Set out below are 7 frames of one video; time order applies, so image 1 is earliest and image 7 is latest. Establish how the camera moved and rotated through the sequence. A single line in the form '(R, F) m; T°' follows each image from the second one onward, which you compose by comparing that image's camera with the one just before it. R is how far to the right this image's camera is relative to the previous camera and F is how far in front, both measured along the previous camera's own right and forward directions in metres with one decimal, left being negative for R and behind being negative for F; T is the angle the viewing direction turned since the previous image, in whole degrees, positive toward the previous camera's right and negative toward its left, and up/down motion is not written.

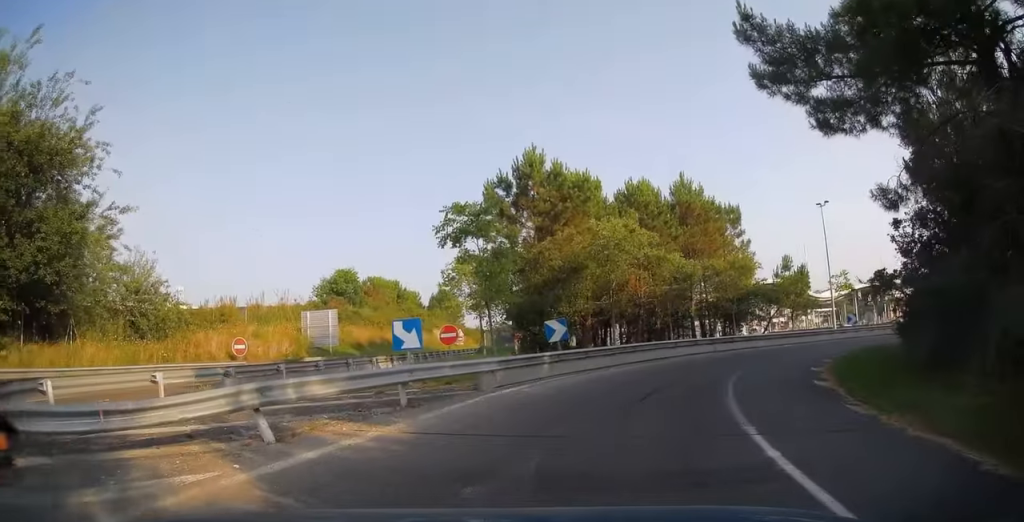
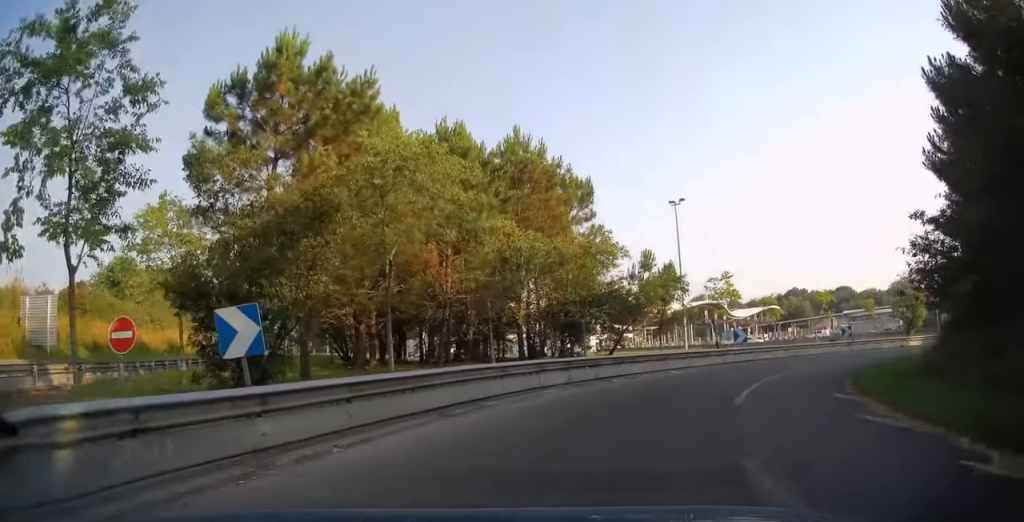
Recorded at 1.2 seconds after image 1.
(+2.2, +13.8) m; +18°
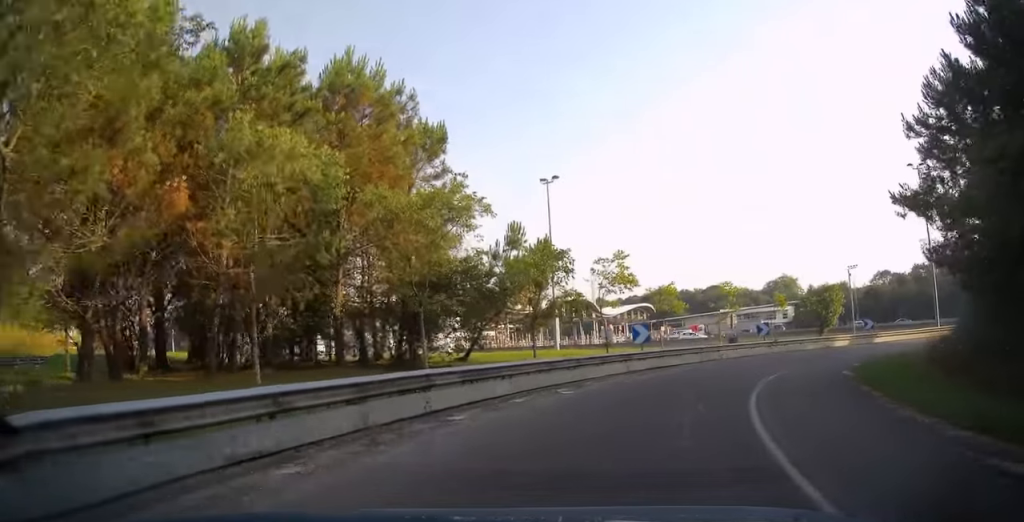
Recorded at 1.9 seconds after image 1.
(+1.0, +9.5) m; +14°
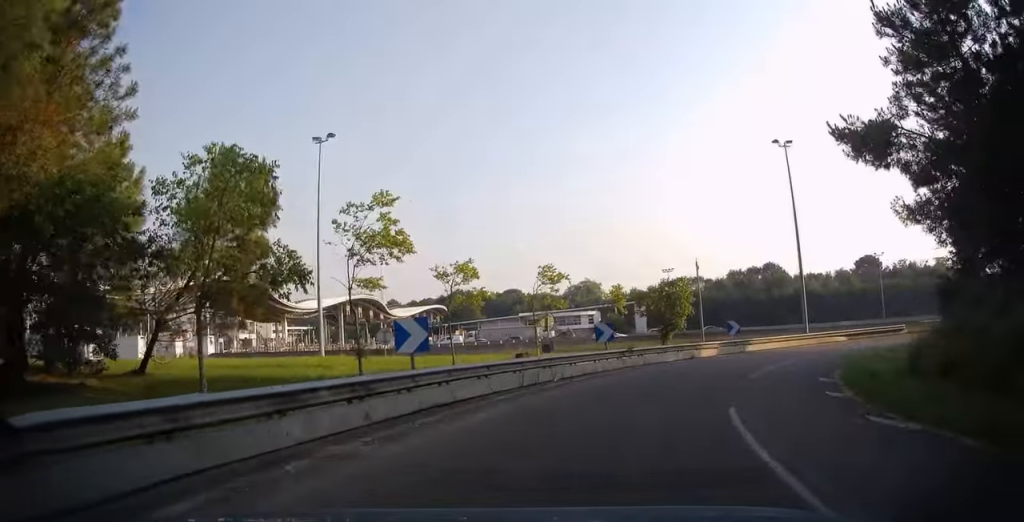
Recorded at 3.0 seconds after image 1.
(+2.1, +12.4) m; +21°
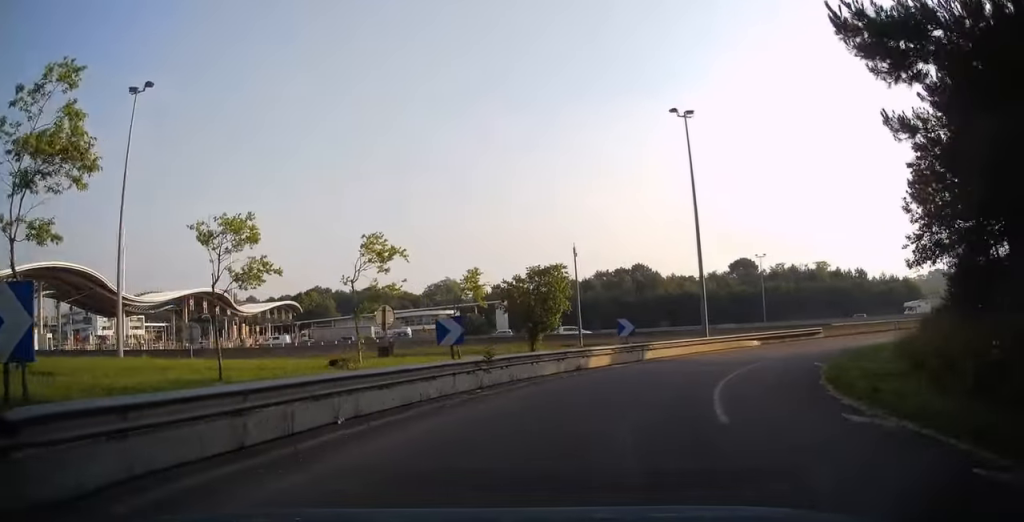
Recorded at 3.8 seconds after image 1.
(+1.5, +9.1) m; +14°
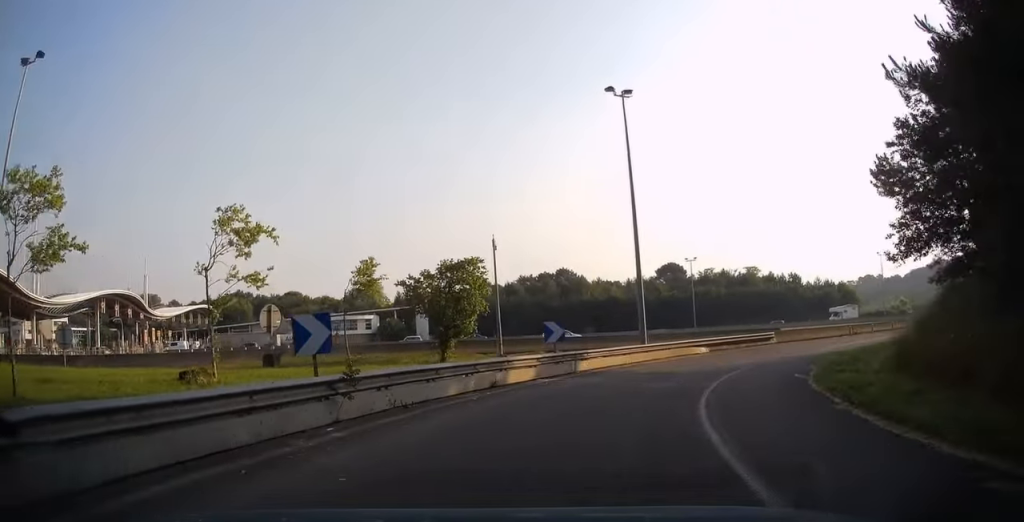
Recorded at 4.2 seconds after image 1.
(+0.3, +5.4) m; +8°
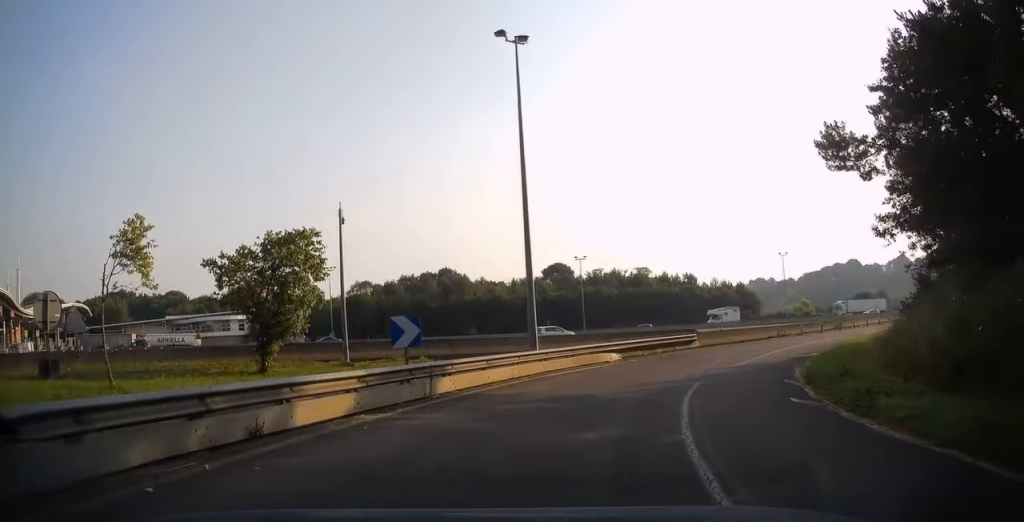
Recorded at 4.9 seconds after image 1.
(+0.8, +8.6) m; +11°
